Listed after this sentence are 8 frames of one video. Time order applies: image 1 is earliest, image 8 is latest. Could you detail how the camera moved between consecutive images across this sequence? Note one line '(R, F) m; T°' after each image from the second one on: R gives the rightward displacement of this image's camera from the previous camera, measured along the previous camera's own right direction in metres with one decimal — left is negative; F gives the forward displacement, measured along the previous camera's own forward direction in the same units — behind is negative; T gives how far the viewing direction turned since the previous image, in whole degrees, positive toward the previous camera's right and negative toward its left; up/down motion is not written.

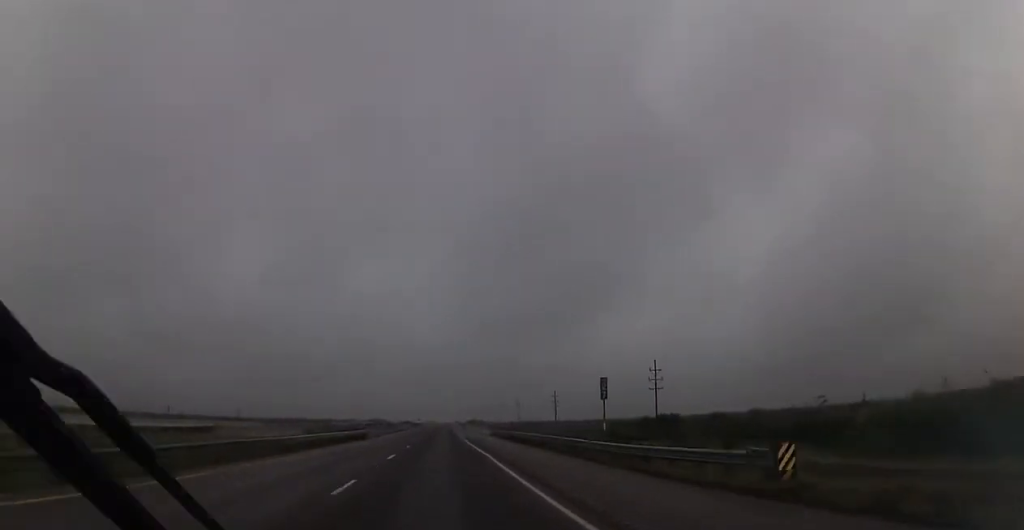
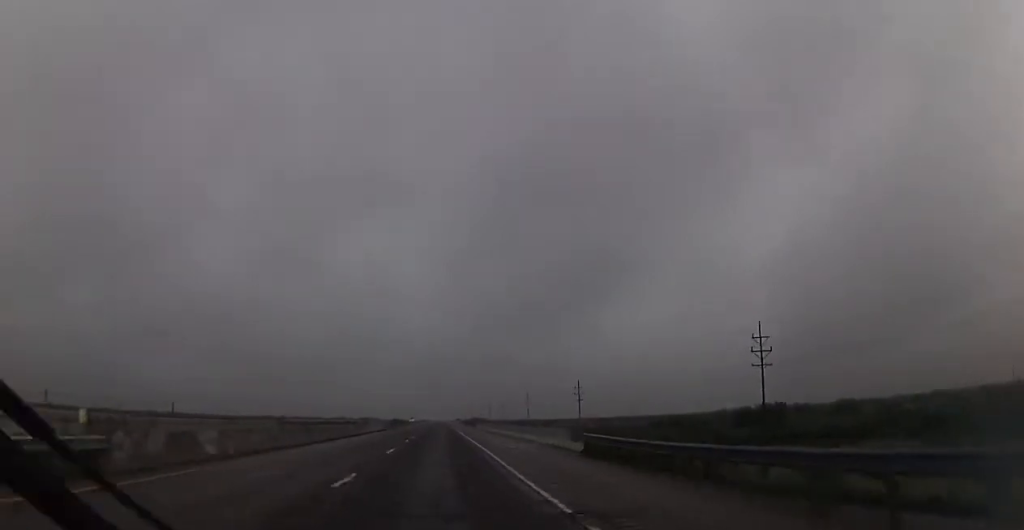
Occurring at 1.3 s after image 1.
(-0.3, +48.3) m; 0°
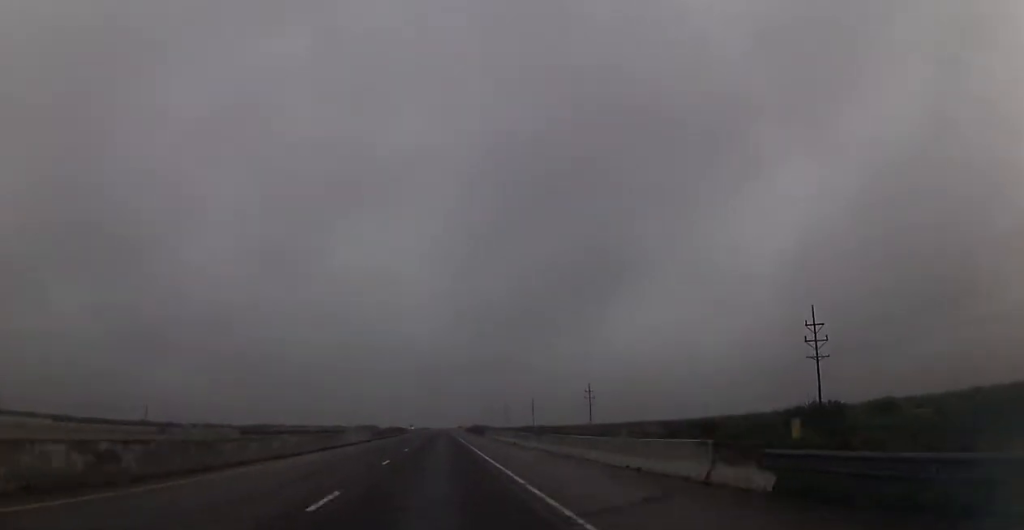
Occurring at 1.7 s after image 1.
(0.0, +14.4) m; 0°
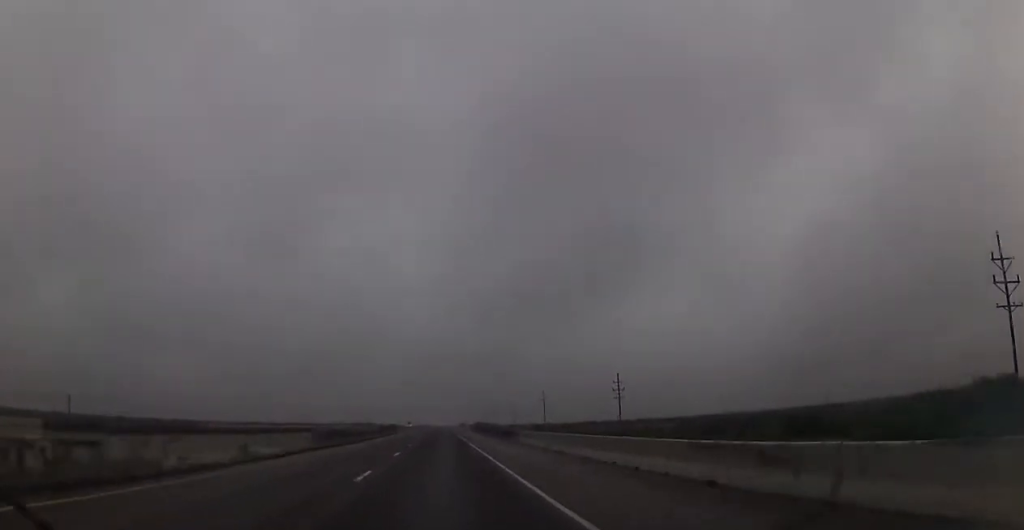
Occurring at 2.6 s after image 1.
(+0.2, +31.3) m; 0°
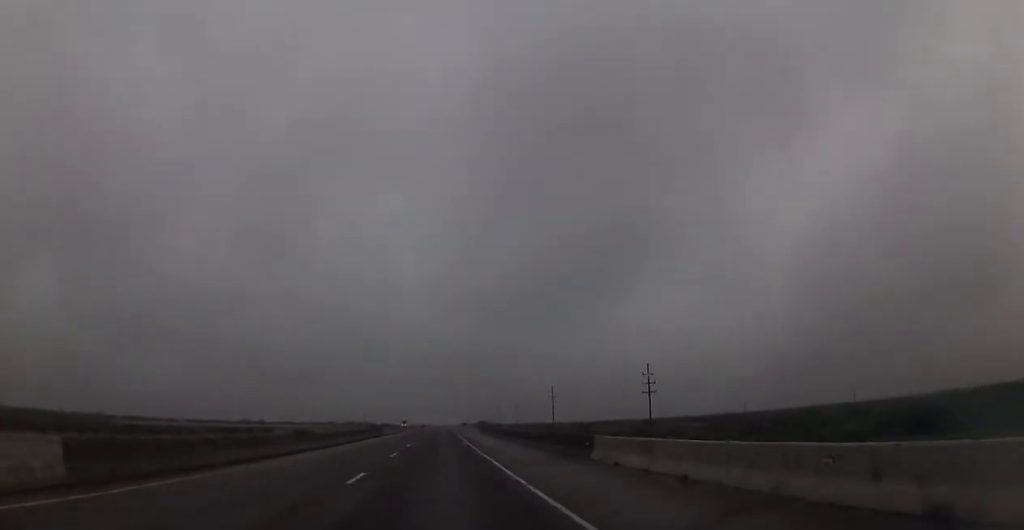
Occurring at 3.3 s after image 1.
(-0.1, +25.3) m; 0°
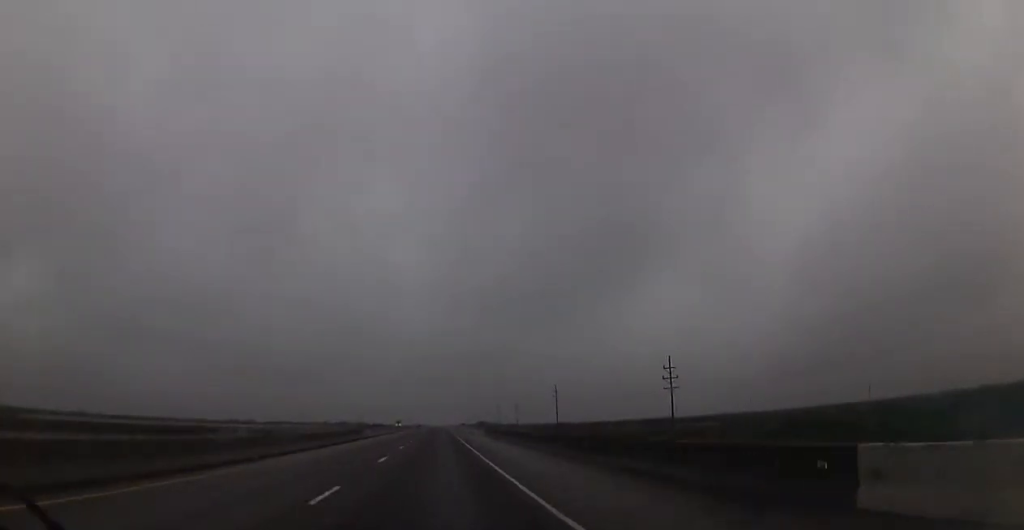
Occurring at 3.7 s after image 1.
(0.0, +15.6) m; 0°
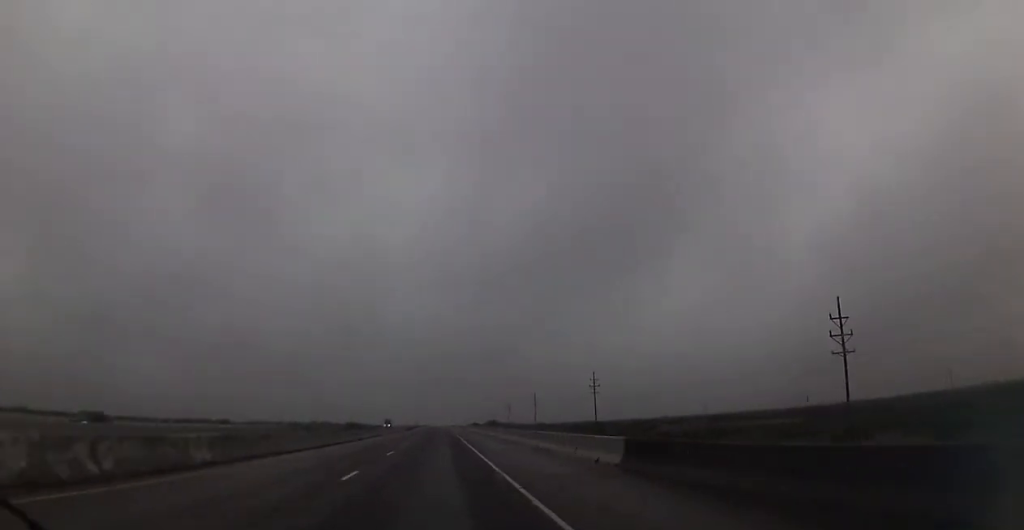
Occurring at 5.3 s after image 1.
(+0.3, +56.1) m; +1°
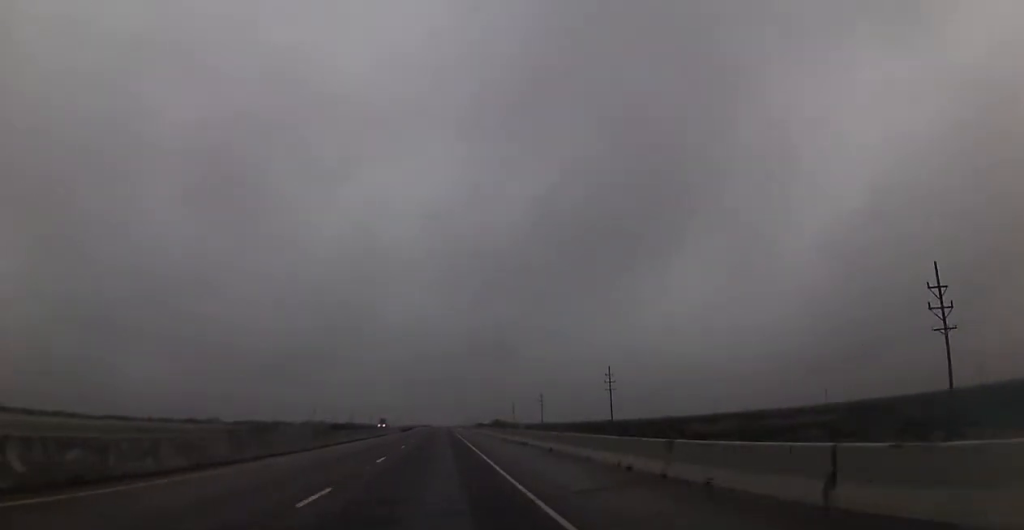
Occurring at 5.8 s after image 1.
(+0.1, +16.7) m; 0°
